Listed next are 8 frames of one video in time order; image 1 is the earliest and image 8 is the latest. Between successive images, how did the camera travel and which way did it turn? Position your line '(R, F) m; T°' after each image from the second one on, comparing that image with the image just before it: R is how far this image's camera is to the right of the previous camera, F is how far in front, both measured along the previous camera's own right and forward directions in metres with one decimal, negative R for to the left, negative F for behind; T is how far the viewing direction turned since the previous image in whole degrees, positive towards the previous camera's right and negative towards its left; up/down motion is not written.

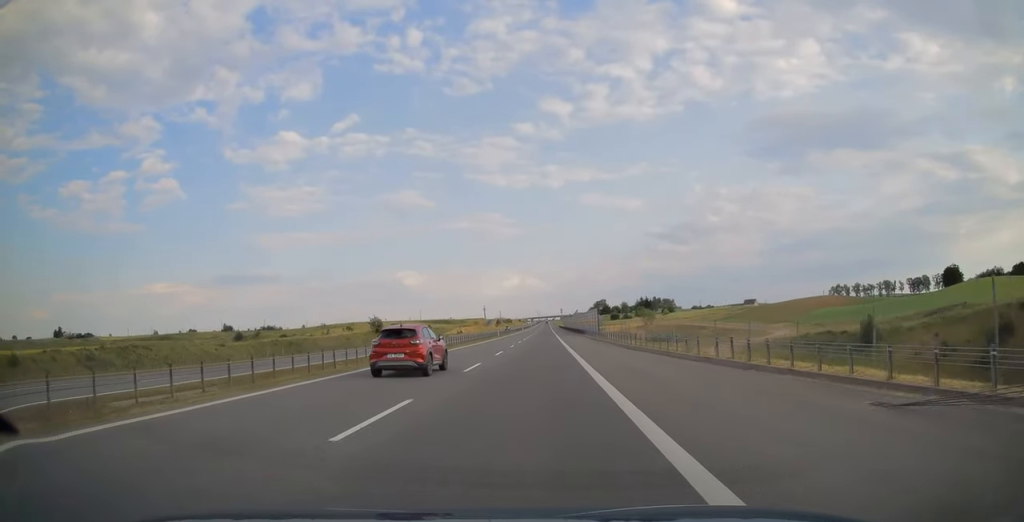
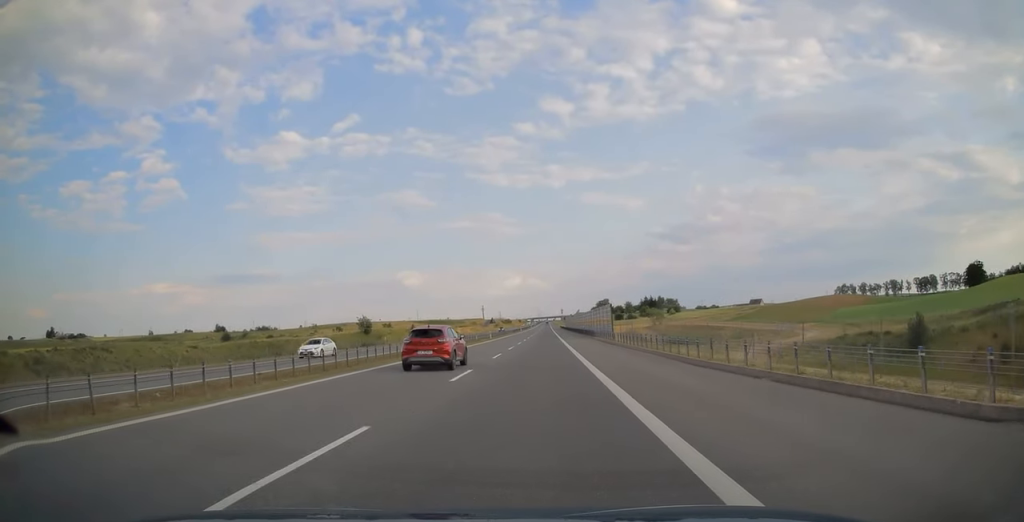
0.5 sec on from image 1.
(+0.1, +15.2) m; 0°
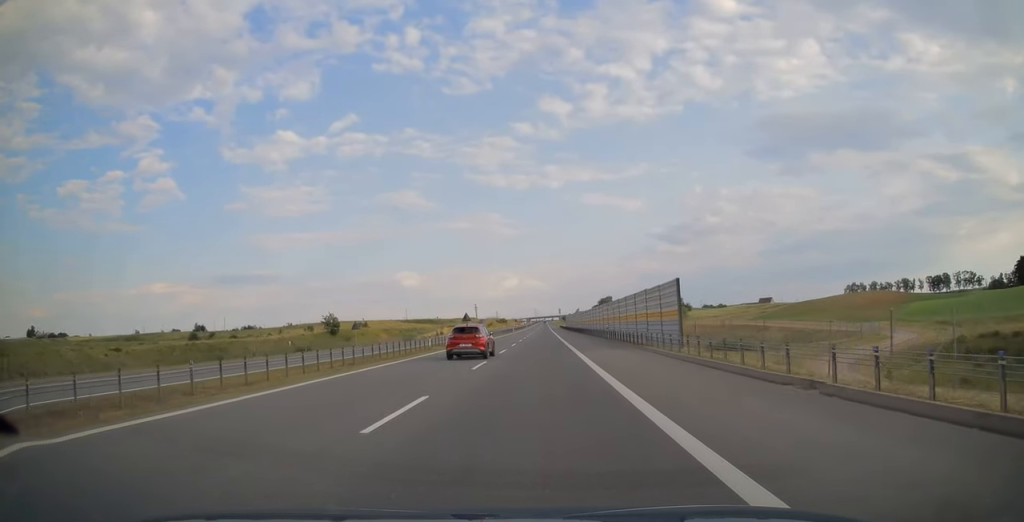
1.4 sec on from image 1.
(0.0, +32.1) m; 0°
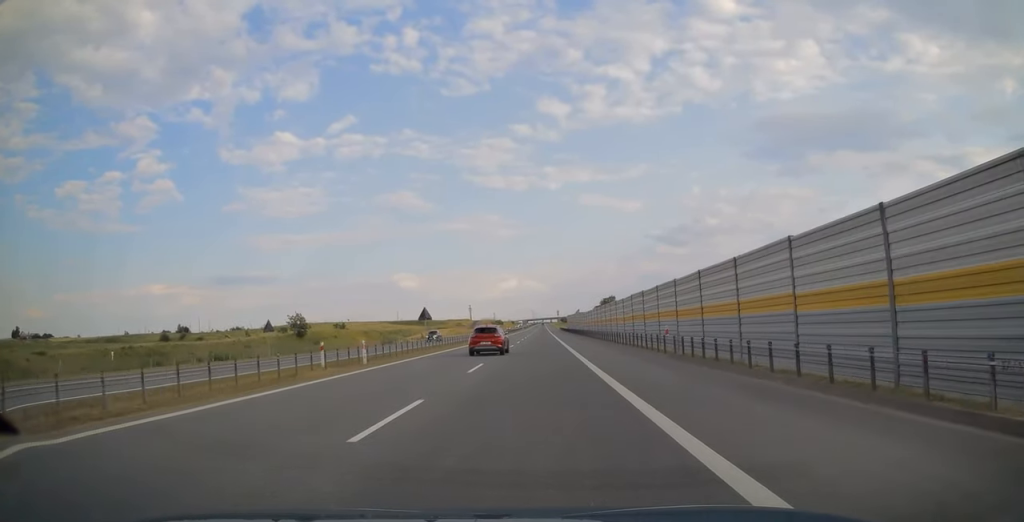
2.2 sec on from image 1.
(0.0, +24.4) m; 0°
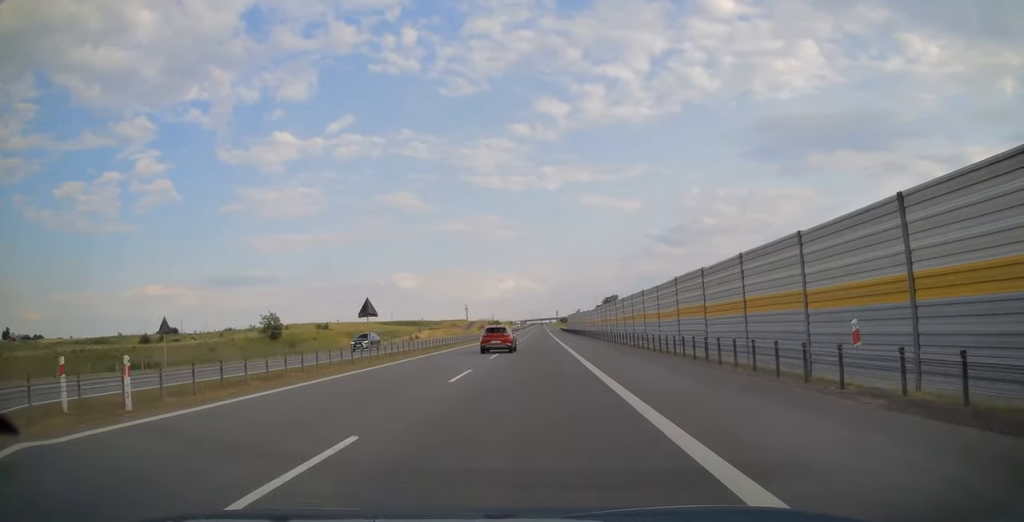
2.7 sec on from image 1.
(0.0, +15.7) m; 0°
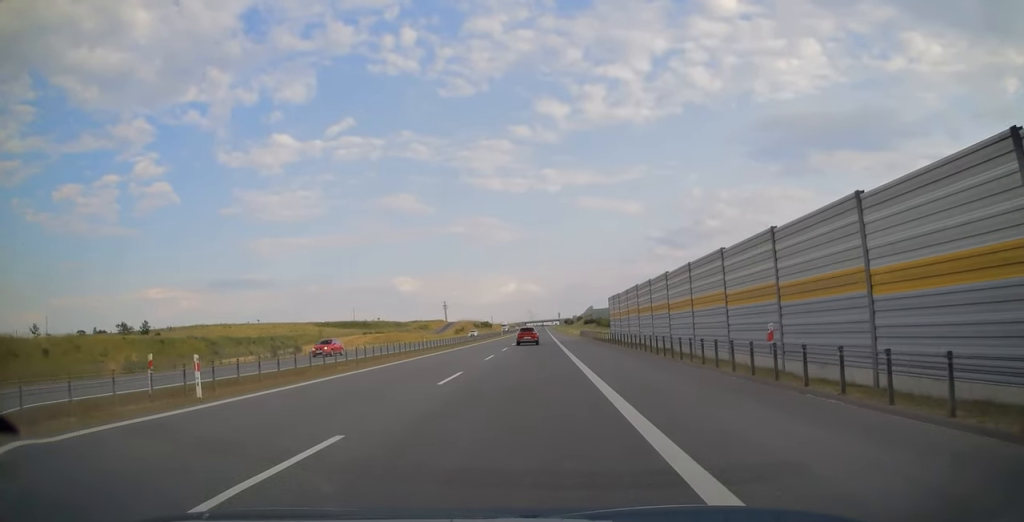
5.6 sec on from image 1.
(0.0, +95.5) m; 0°
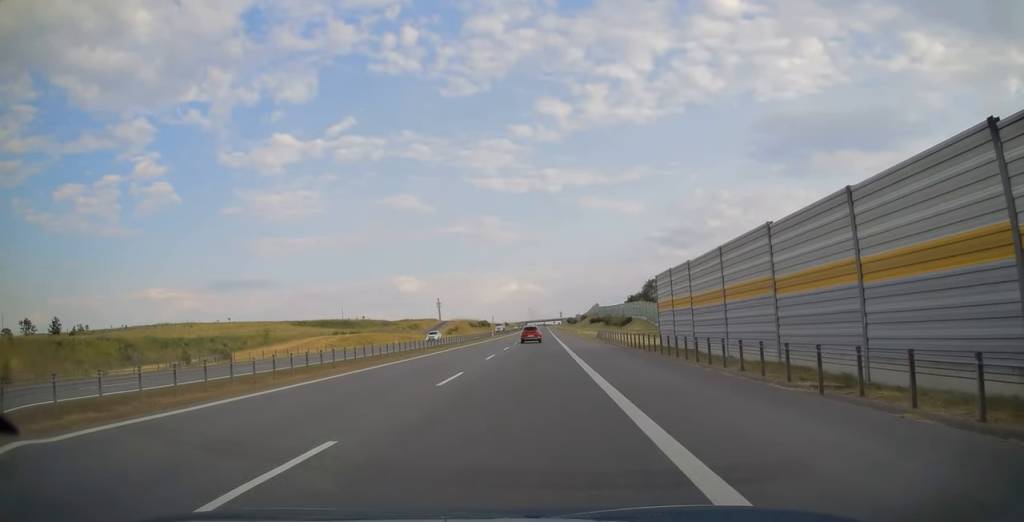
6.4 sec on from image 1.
(0.0, +24.5) m; 0°
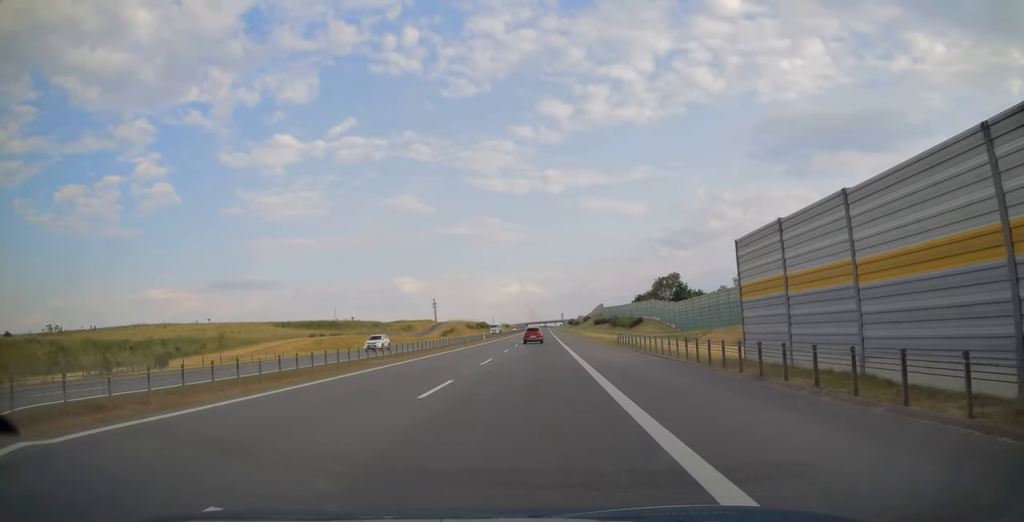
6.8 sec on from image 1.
(0.0, +14.7) m; 0°
